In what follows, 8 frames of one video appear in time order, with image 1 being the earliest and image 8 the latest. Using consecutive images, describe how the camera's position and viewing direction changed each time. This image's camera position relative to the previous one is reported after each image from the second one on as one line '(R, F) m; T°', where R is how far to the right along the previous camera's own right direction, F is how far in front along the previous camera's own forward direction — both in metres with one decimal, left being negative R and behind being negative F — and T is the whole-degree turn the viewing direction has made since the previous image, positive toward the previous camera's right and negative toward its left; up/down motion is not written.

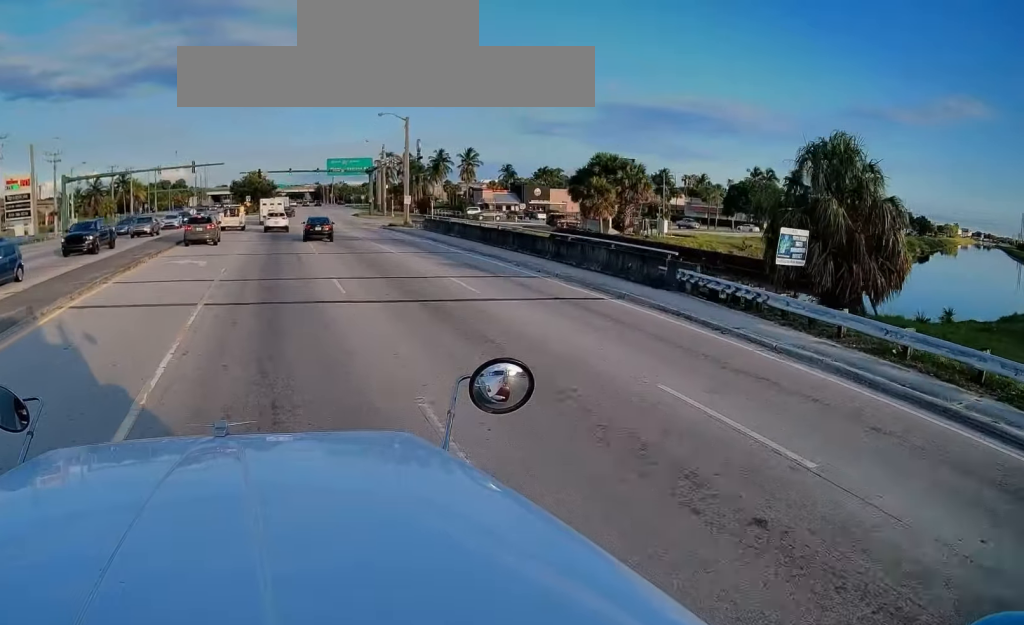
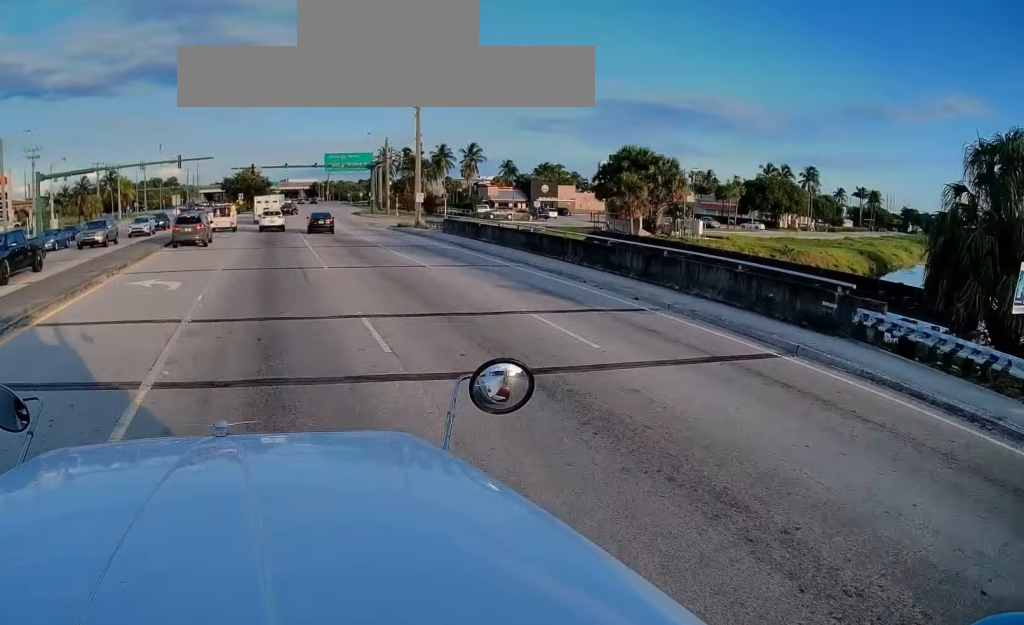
(-0.1, +7.1) m; 0°
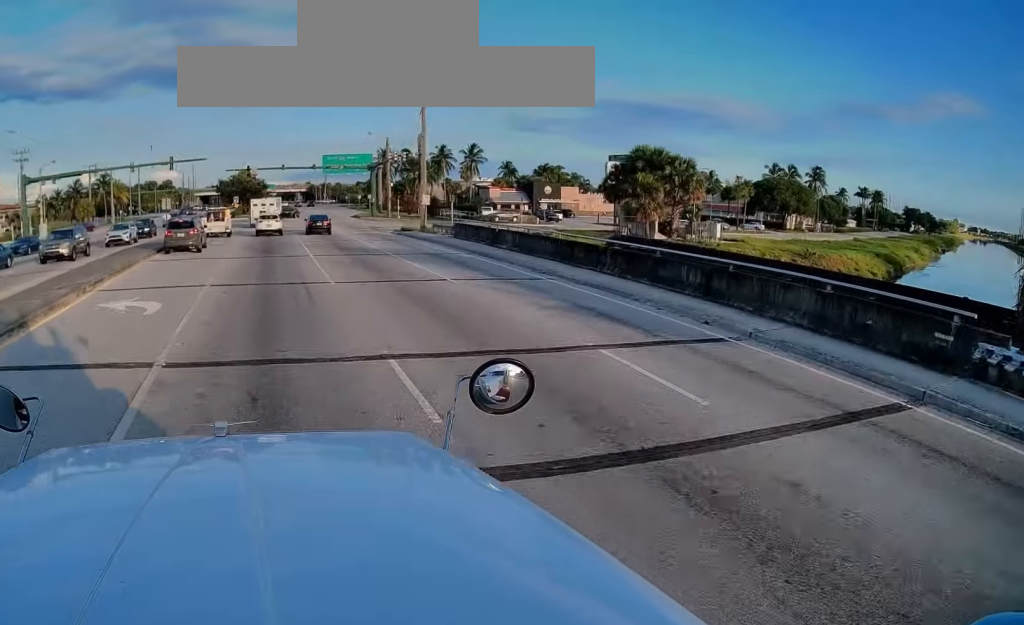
(-0.1, +3.4) m; +1°
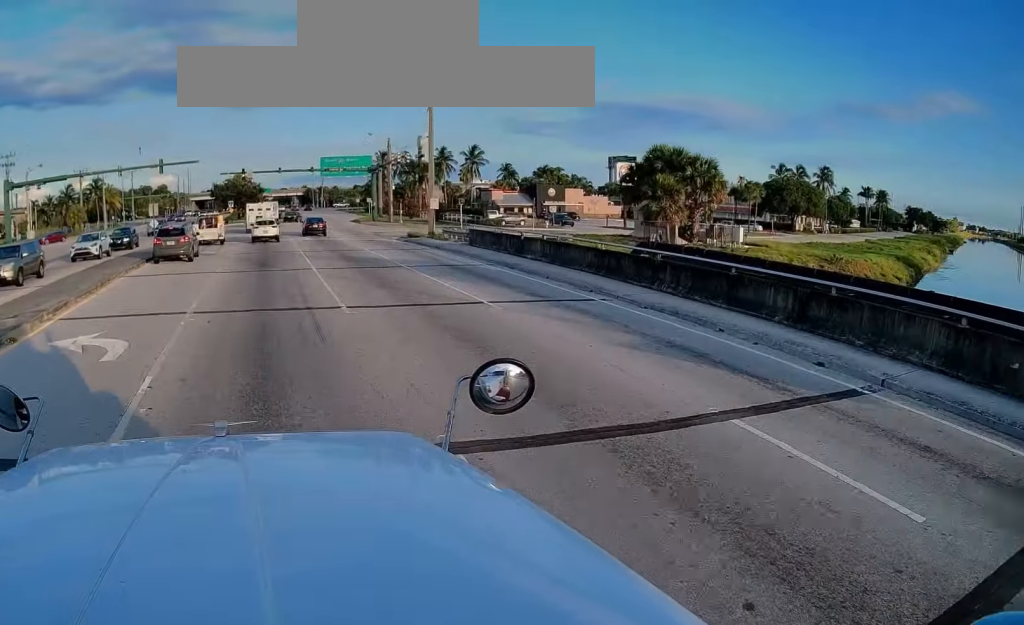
(+0.1, +4.0) m; 0°
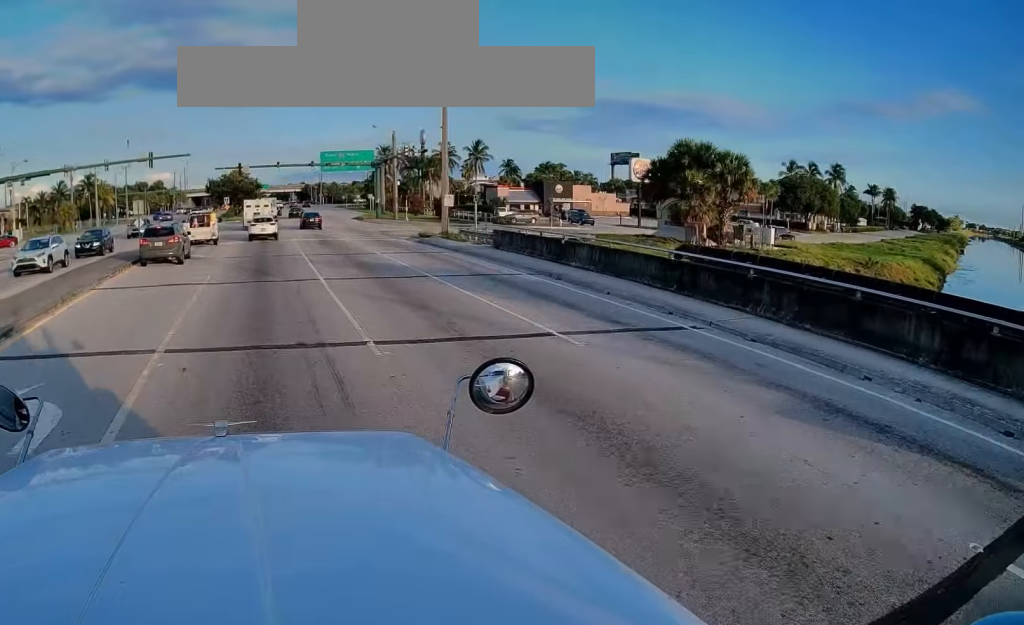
(0.0, +4.7) m; 0°
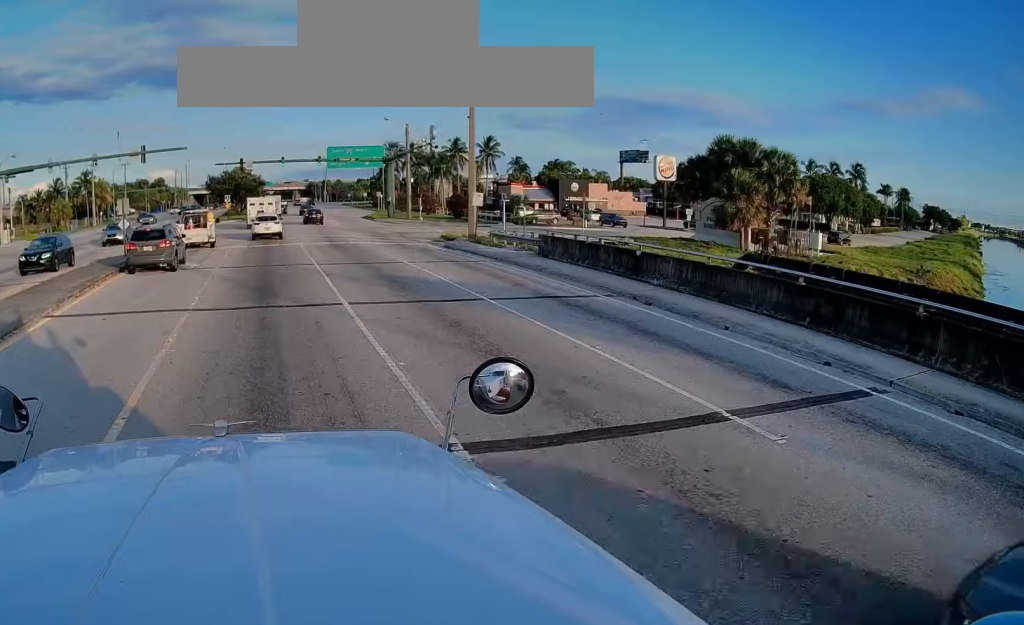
(-0.1, +5.5) m; +1°
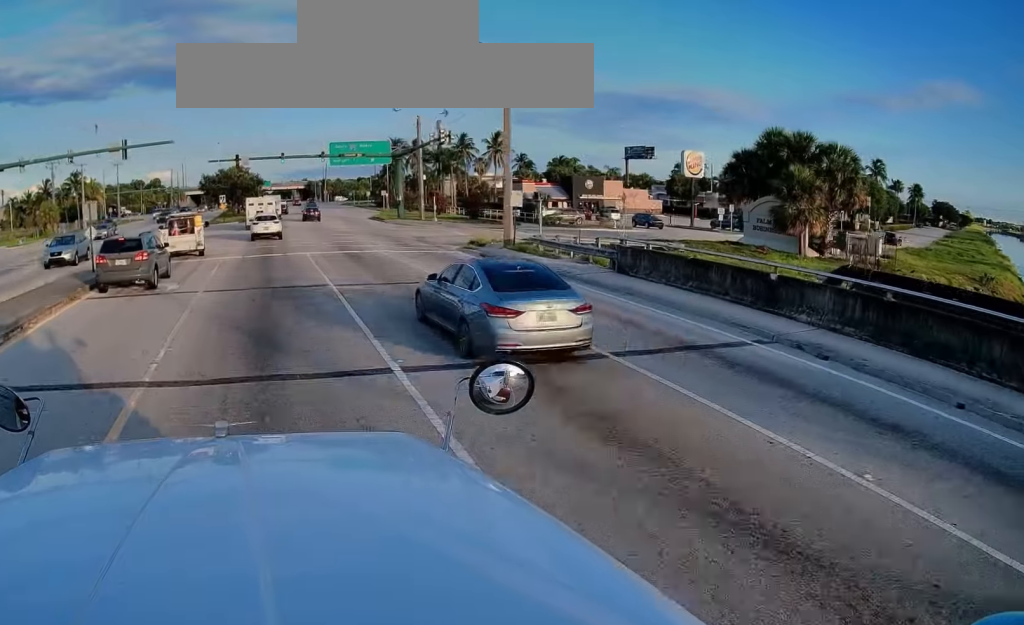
(+0.2, +6.2) m; +1°
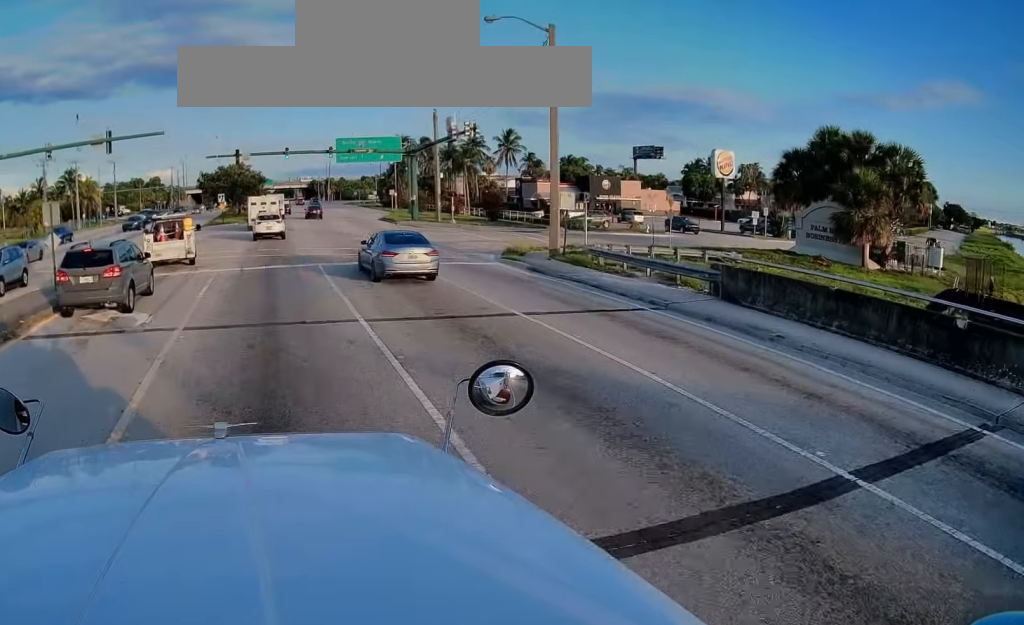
(0.0, +5.0) m; 0°
